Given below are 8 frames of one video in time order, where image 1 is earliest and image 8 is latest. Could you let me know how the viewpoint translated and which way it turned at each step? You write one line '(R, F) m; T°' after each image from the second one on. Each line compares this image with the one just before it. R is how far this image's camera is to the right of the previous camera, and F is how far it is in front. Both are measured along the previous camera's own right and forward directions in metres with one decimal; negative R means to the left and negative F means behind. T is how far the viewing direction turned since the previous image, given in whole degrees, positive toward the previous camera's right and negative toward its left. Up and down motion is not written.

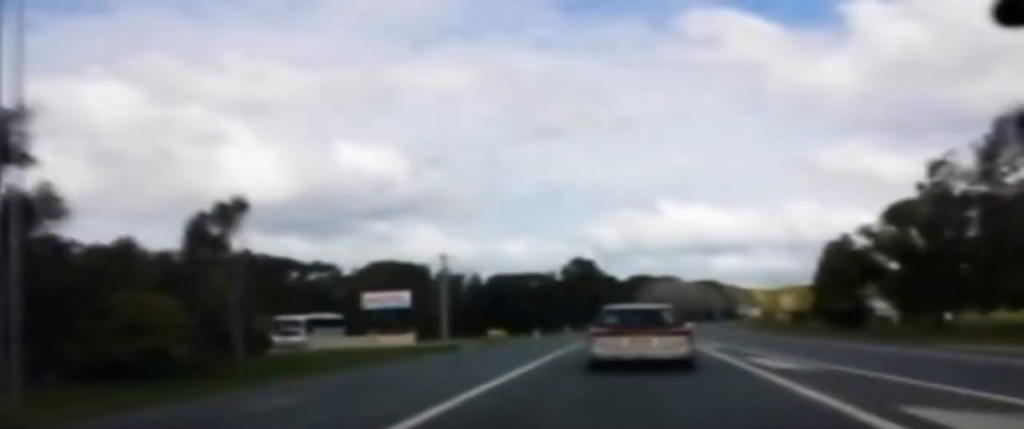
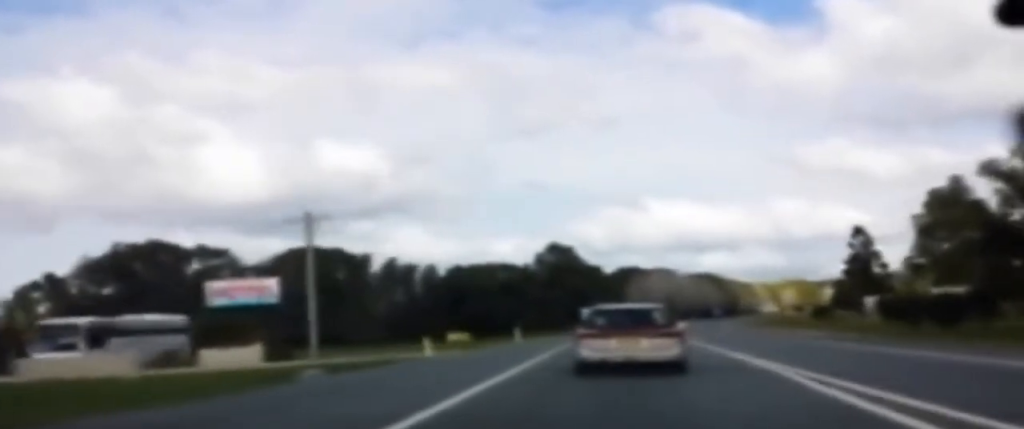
(+1.3, +30.8) m; +2°
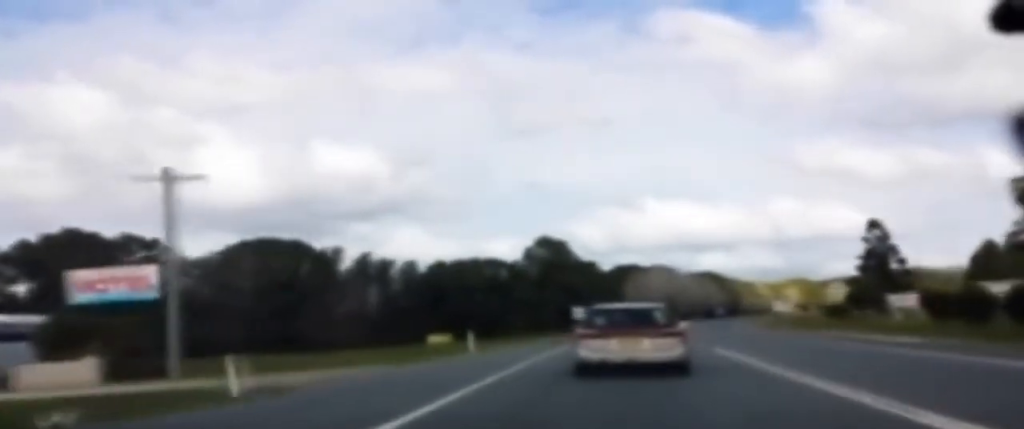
(-0.3, +14.3) m; -1°
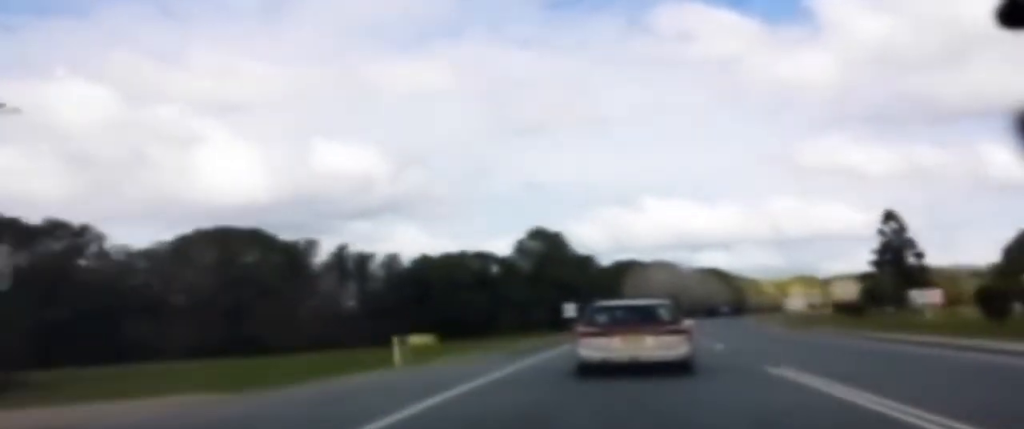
(-0.1, +10.9) m; 0°
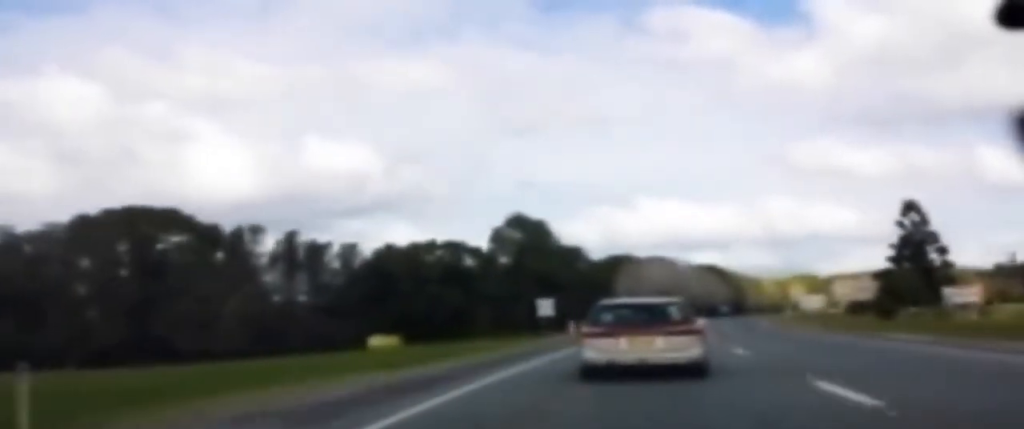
(+0.1, +15.1) m; +1°
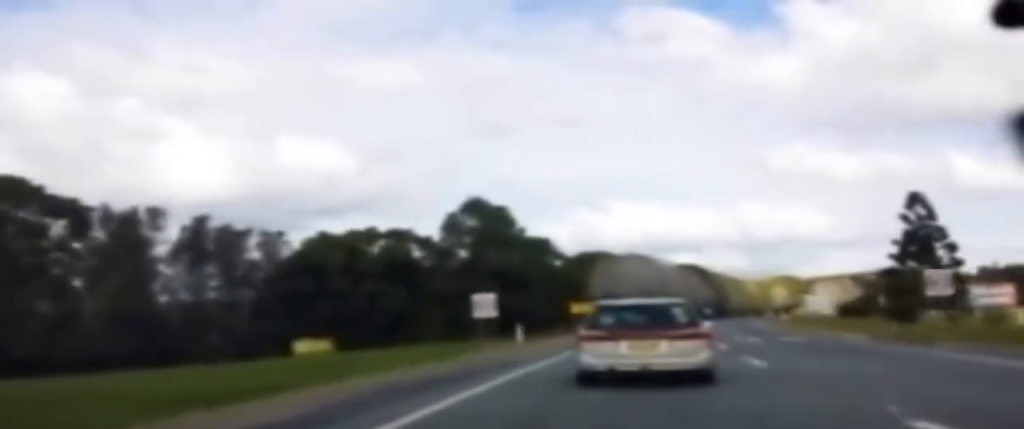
(+0.2, +16.1) m; 0°
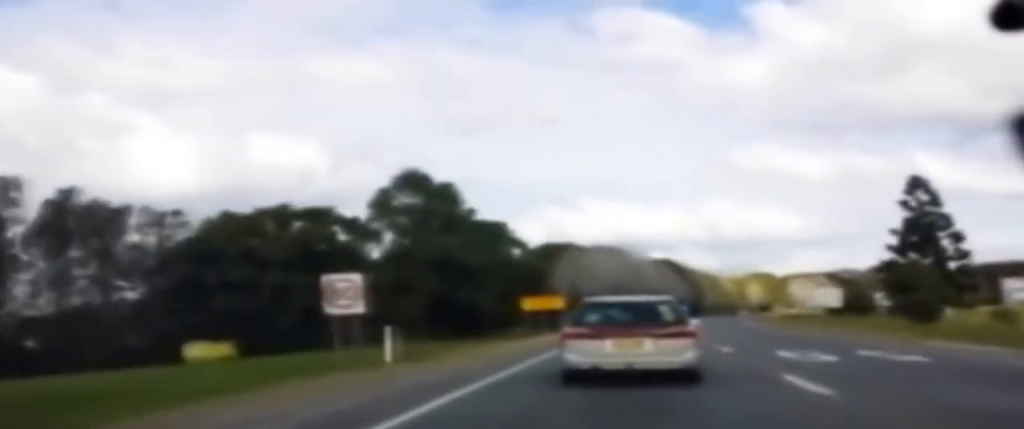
(0.0, +15.8) m; +1°
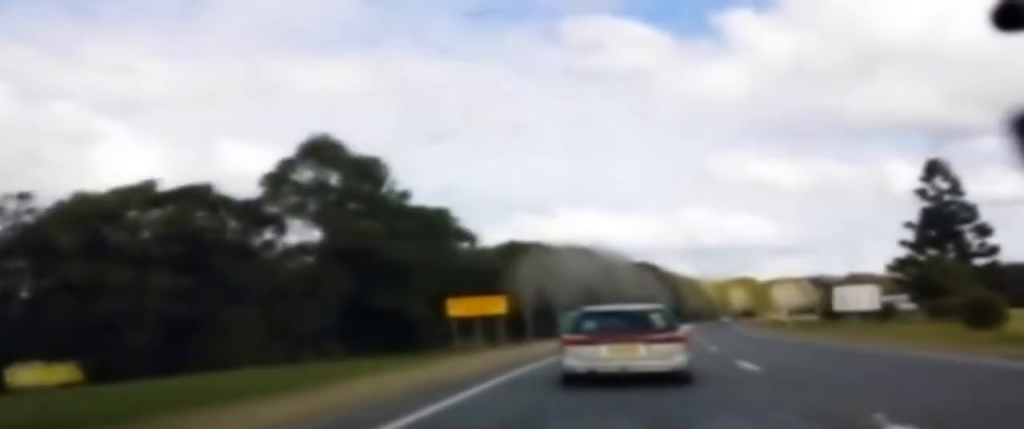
(+0.3, +17.2) m; +3°
